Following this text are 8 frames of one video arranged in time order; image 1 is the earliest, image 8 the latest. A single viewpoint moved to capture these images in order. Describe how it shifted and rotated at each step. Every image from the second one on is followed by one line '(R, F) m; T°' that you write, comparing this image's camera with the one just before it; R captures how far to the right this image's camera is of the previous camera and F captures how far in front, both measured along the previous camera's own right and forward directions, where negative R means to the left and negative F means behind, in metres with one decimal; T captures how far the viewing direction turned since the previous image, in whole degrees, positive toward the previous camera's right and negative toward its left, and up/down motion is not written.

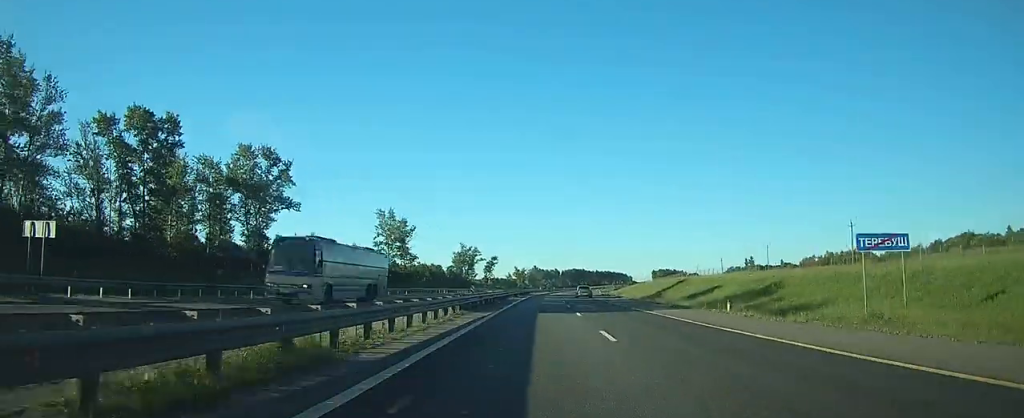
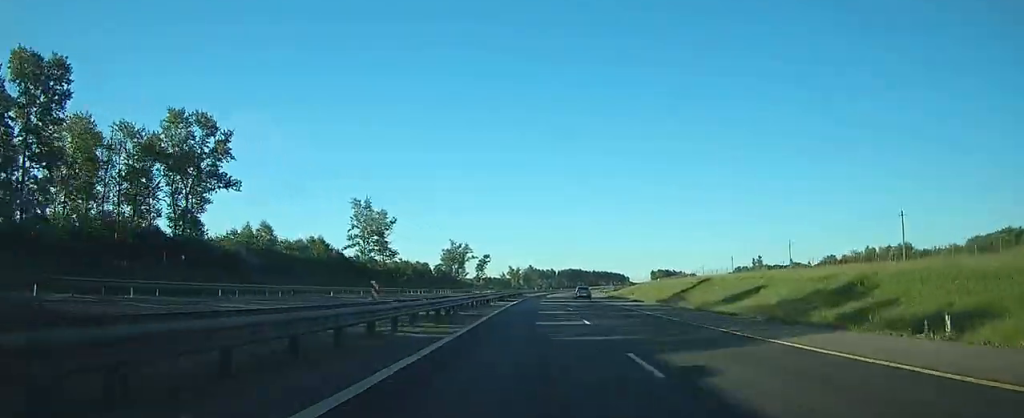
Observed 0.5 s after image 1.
(+0.1, +17.7) m; +1°
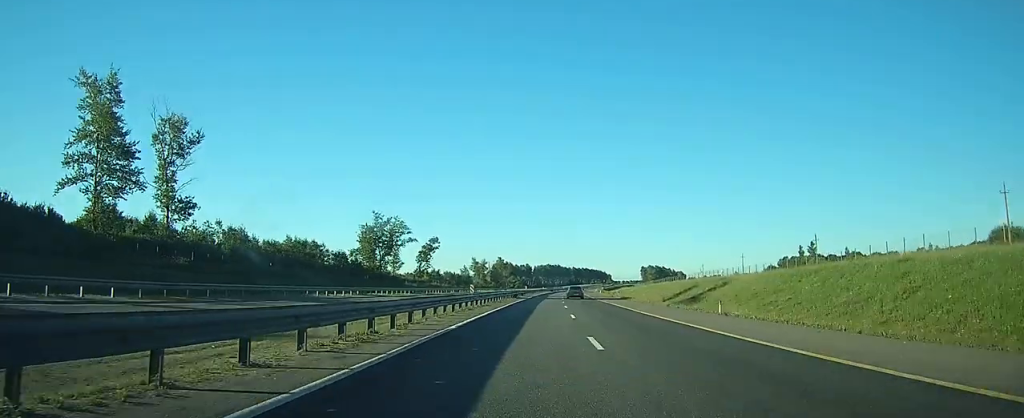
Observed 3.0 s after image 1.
(+1.3, +81.4) m; +1°
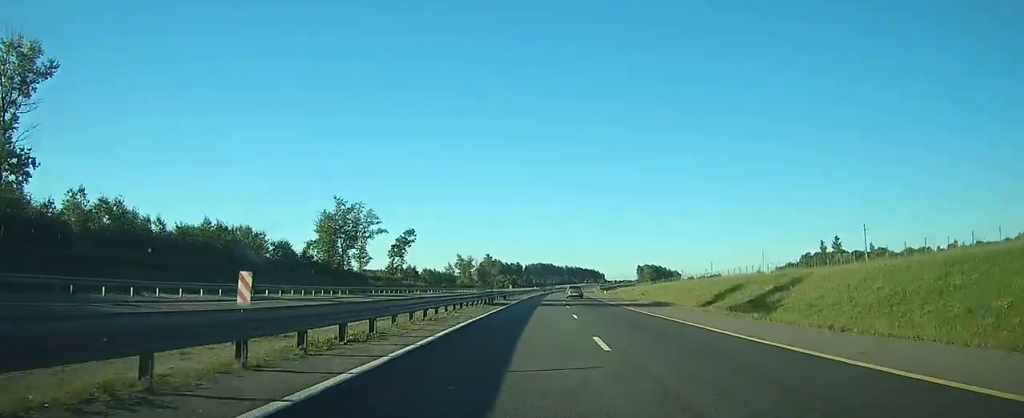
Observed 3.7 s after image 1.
(0.0, +24.7) m; 0°
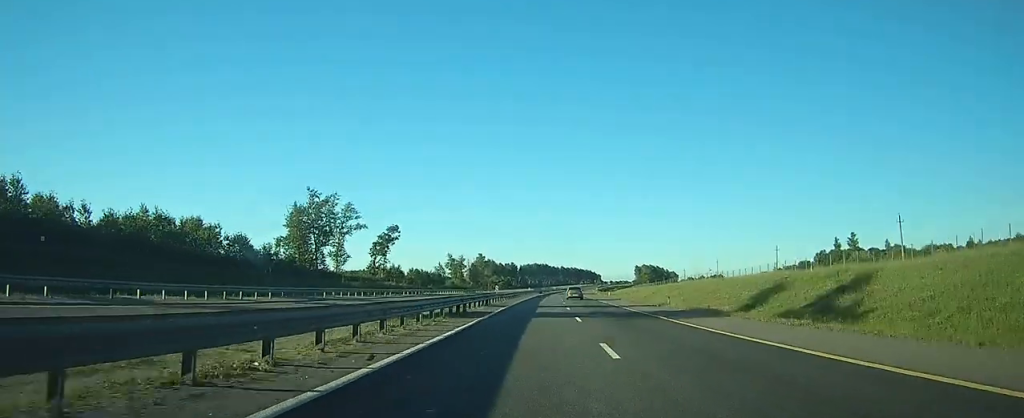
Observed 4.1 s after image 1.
(+0.1, +13.4) m; 0°
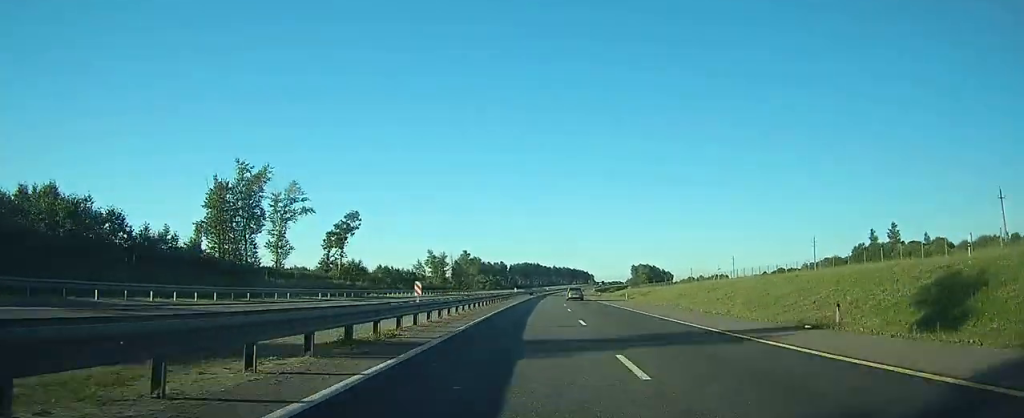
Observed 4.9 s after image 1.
(+0.1, +26.9) m; +1°
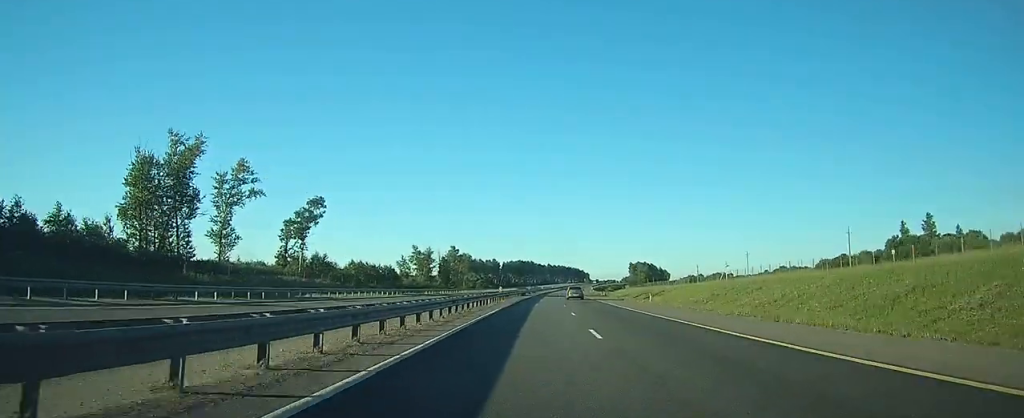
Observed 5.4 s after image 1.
(+0.1, +17.9) m; +1°
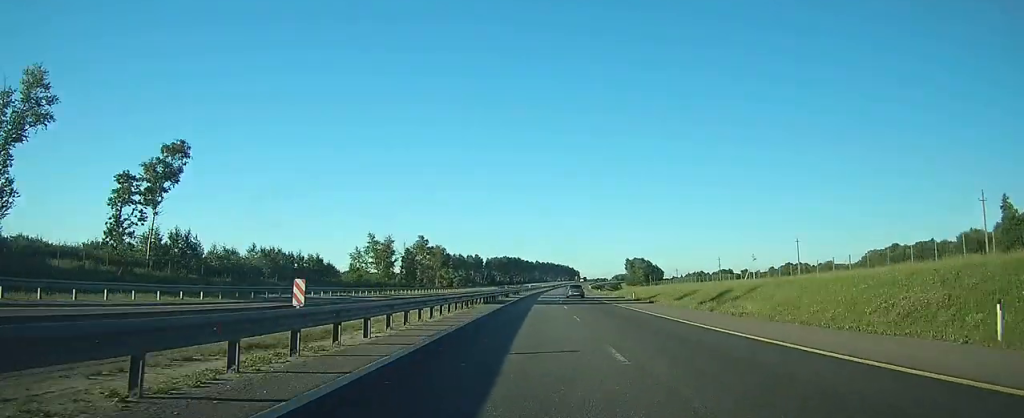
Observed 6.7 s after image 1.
(+0.7, +41.3) m; +2°
